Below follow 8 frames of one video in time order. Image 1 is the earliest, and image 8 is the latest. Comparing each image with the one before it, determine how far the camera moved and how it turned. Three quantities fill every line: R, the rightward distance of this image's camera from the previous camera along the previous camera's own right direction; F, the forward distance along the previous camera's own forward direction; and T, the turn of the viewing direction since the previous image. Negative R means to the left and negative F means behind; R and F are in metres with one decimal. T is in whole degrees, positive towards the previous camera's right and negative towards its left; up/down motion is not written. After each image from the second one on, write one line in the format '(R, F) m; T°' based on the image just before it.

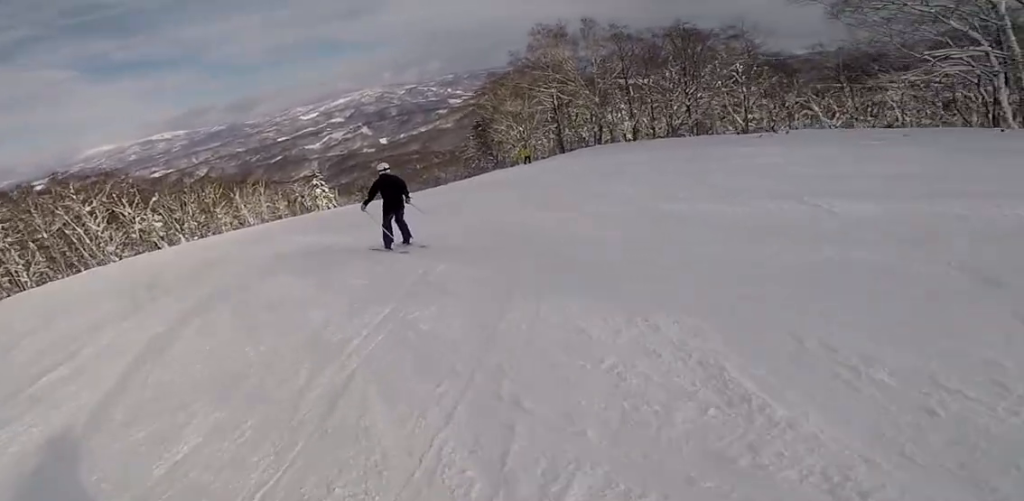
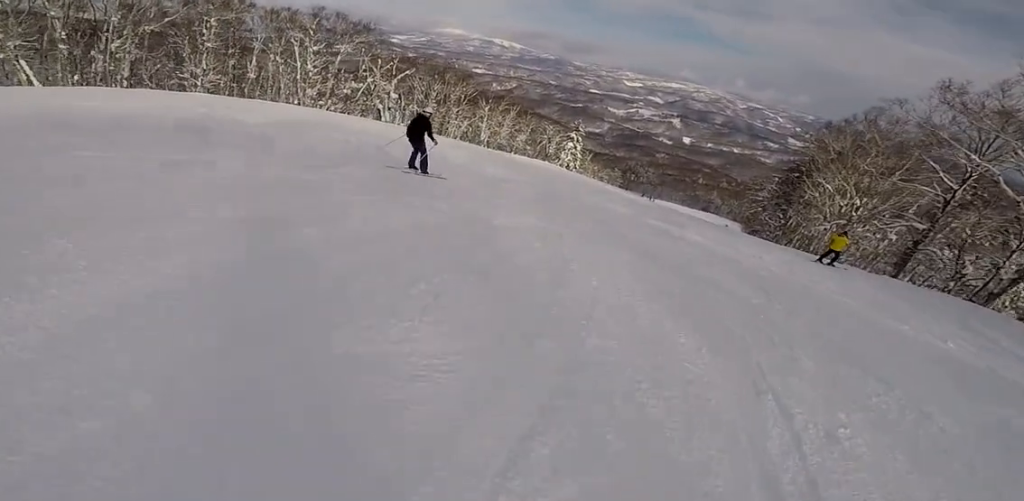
(+2.2, +16.9) m; -10°
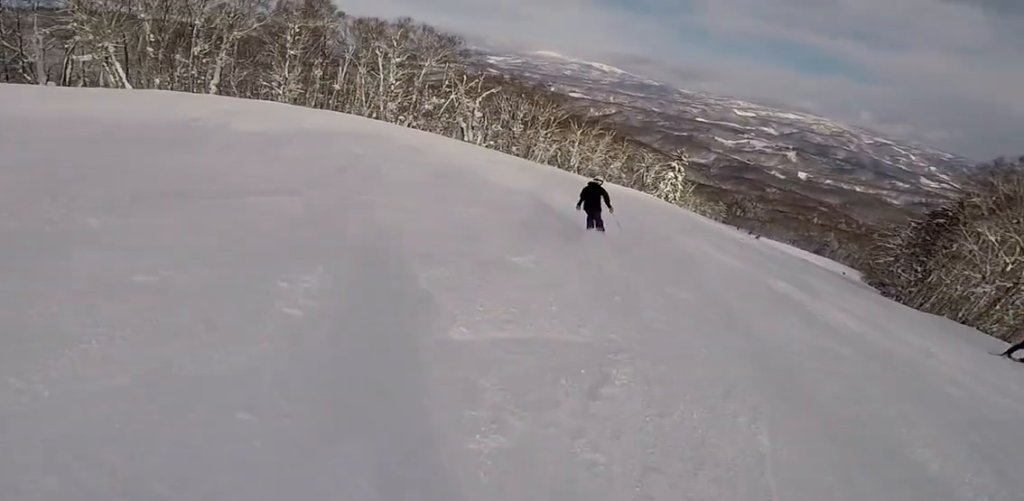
(-1.3, +4.2) m; -12°
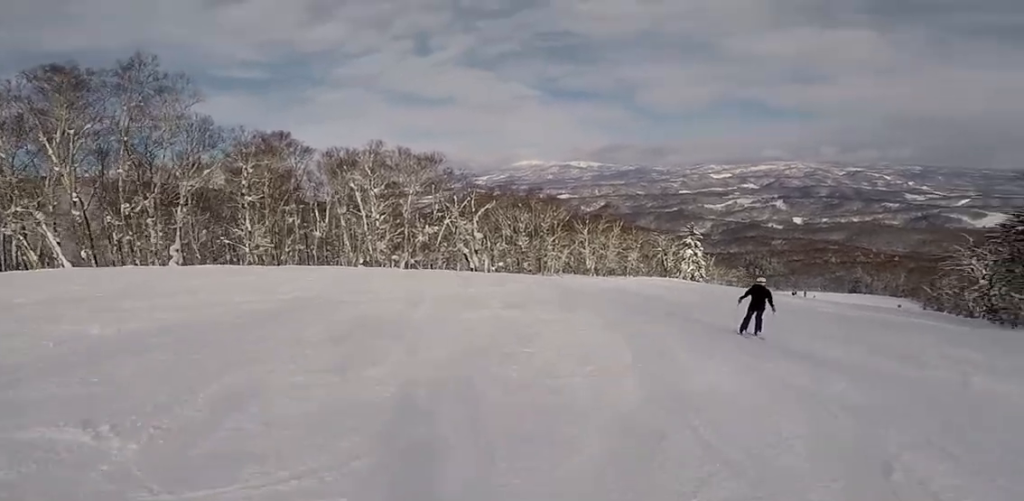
(-0.8, +10.1) m; -2°
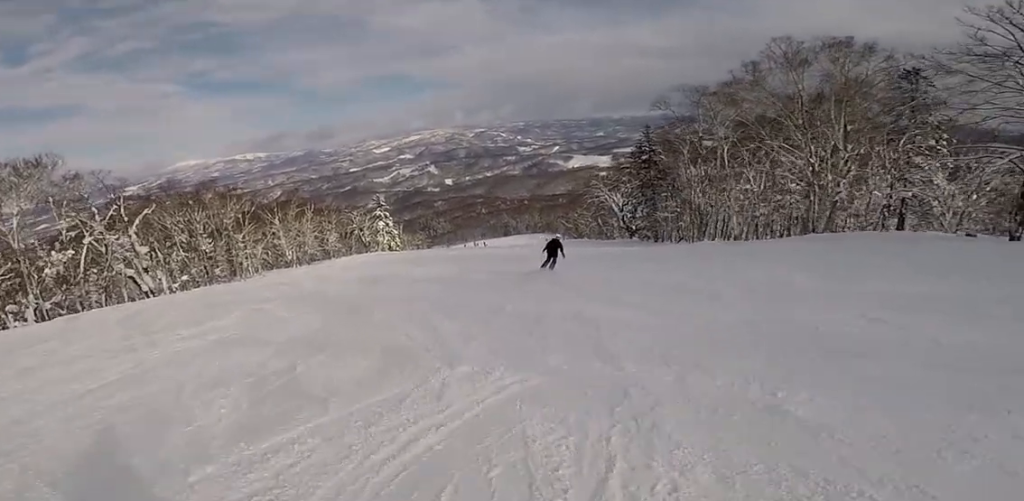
(+0.8, +8.8) m; +18°
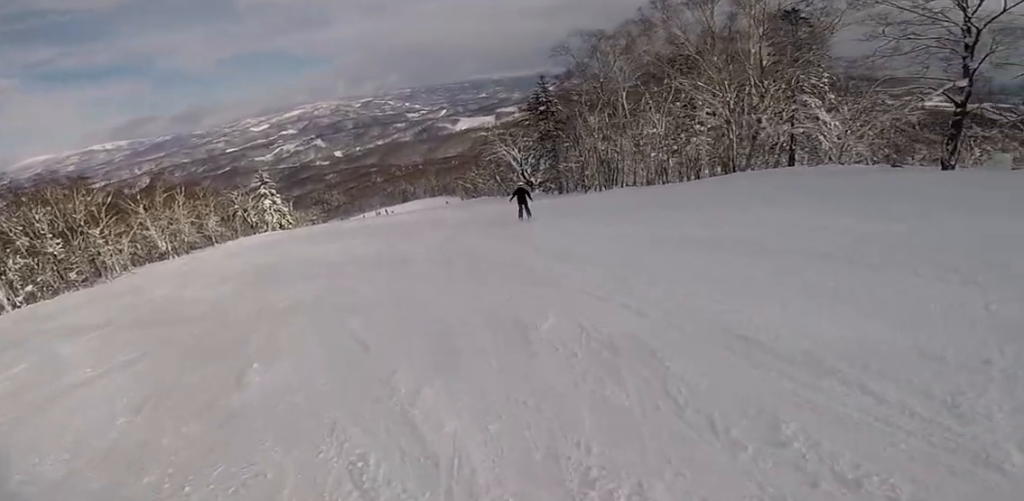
(+0.5, +5.0) m; +14°
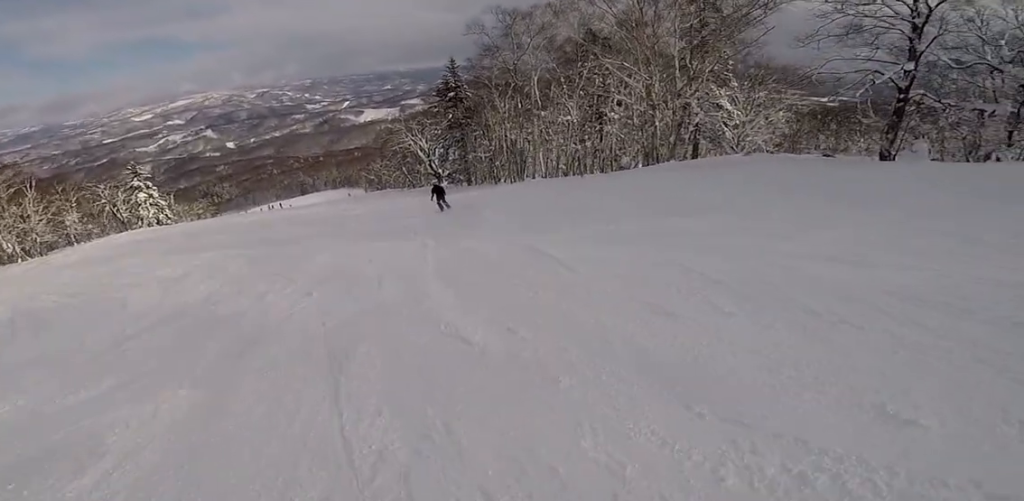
(+0.9, +5.1) m; +10°
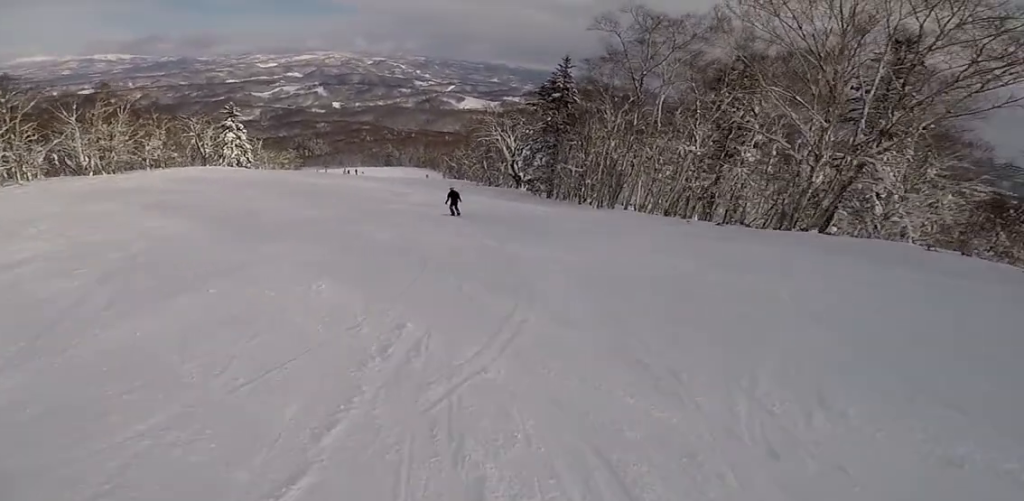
(+0.1, +5.6) m; -9°
